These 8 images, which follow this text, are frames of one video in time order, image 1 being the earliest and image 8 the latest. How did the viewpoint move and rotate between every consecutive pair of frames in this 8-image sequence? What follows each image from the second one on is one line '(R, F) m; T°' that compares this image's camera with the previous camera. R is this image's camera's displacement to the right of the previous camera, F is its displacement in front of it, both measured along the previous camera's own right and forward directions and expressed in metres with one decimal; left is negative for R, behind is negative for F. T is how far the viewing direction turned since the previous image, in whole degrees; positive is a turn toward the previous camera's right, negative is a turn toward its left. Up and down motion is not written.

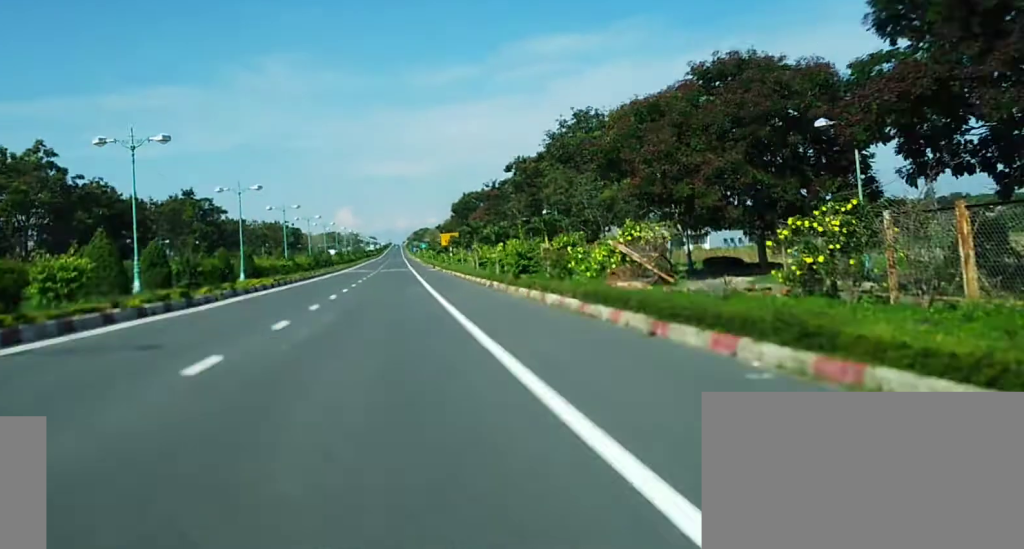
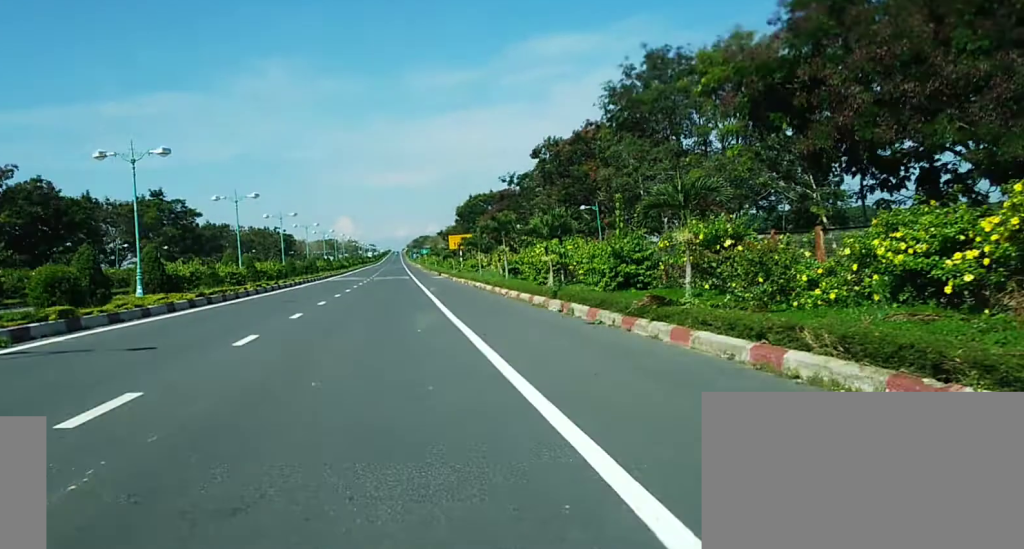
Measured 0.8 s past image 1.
(-0.3, +20.2) m; 0°
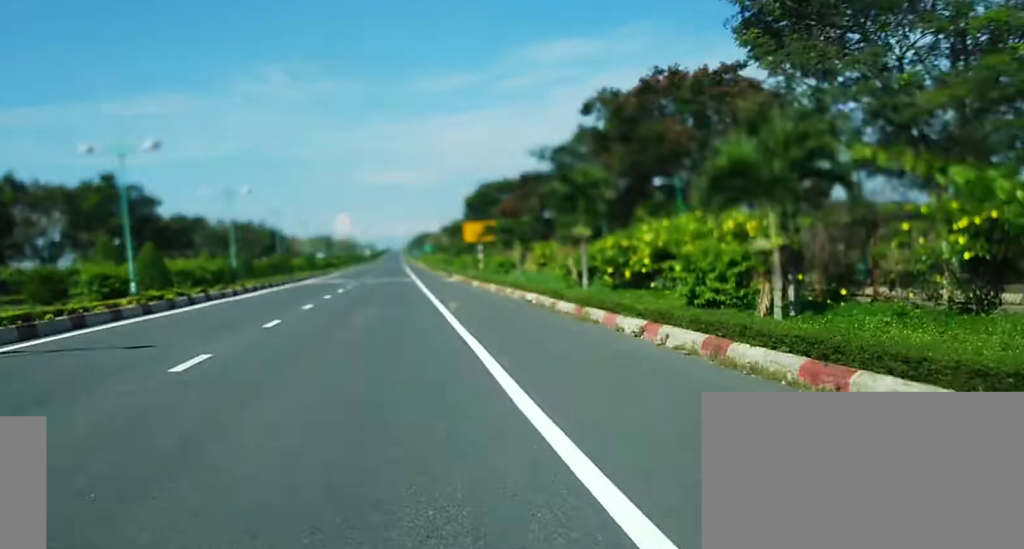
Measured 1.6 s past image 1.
(+0.3, +20.2) m; +1°
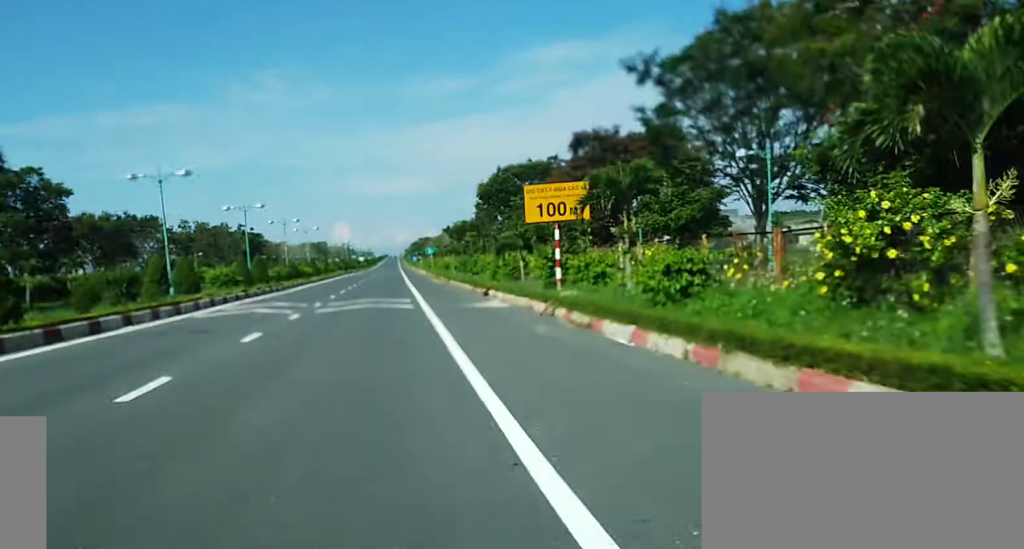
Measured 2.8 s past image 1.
(+0.1, +30.3) m; 0°
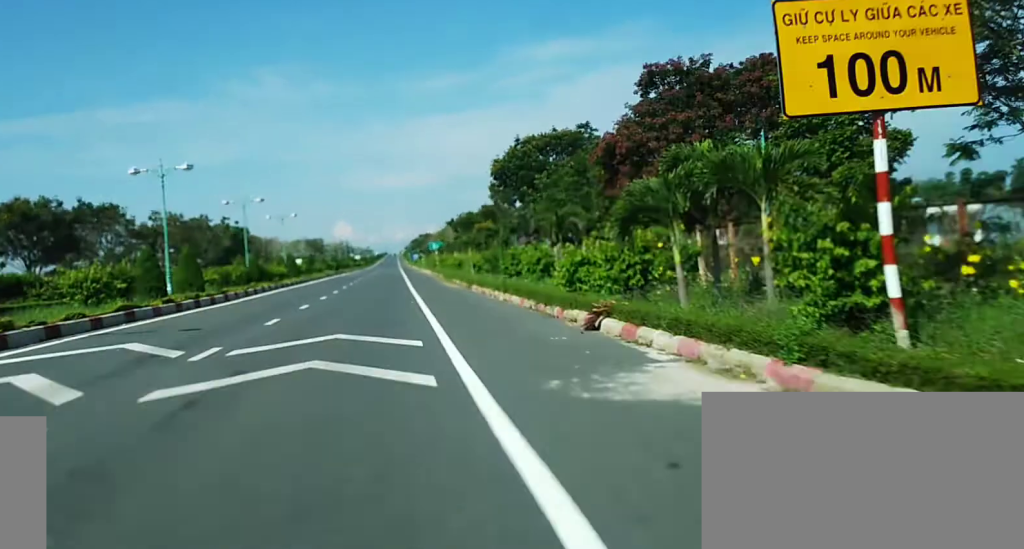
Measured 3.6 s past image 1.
(0.0, +20.3) m; -1°
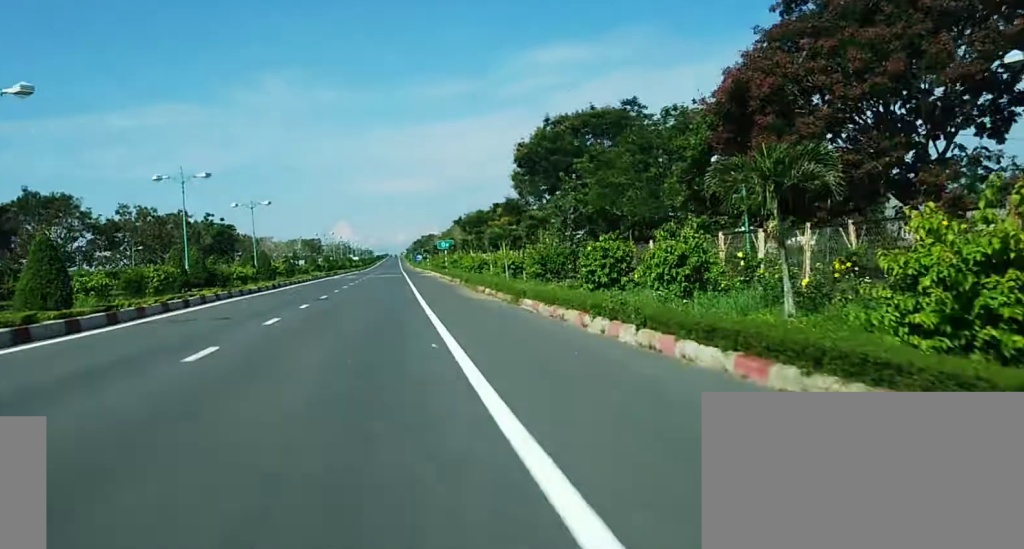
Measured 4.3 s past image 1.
(-0.2, +16.9) m; -1°
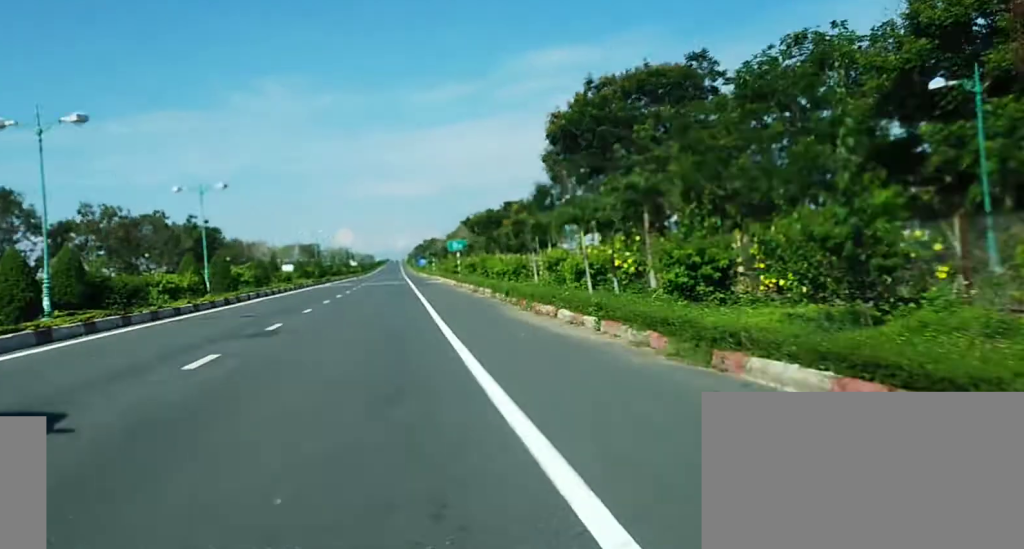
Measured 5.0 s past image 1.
(-0.1, +16.9) m; 0°
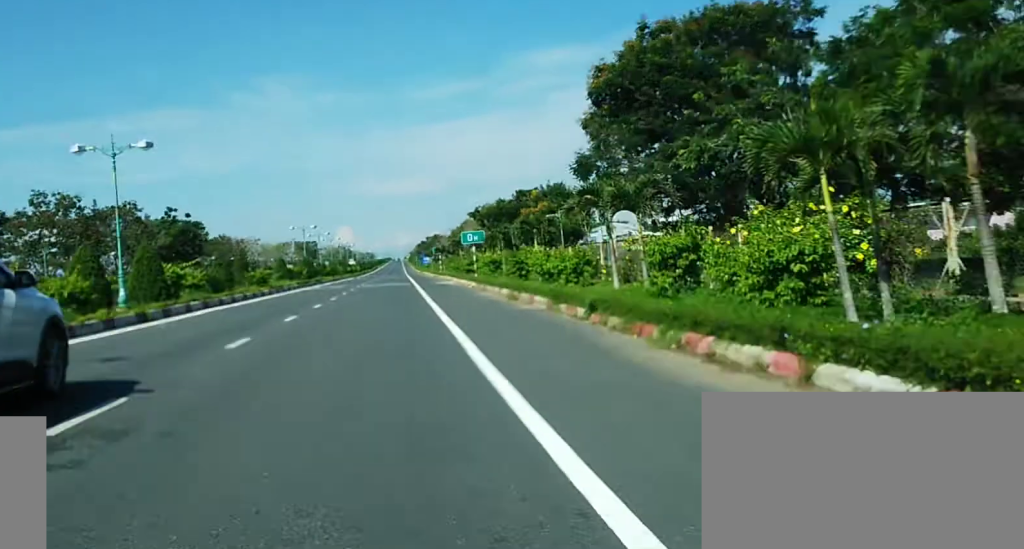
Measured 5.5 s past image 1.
(0.0, +13.5) m; 0°
